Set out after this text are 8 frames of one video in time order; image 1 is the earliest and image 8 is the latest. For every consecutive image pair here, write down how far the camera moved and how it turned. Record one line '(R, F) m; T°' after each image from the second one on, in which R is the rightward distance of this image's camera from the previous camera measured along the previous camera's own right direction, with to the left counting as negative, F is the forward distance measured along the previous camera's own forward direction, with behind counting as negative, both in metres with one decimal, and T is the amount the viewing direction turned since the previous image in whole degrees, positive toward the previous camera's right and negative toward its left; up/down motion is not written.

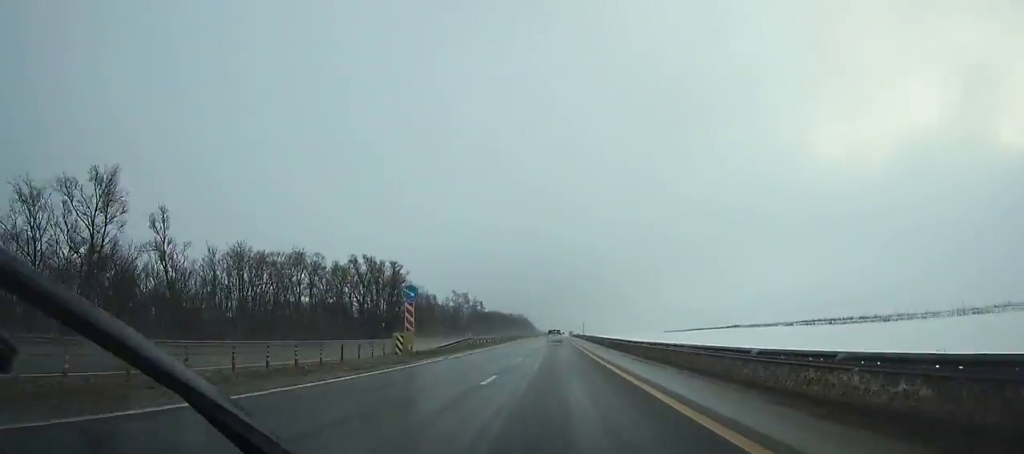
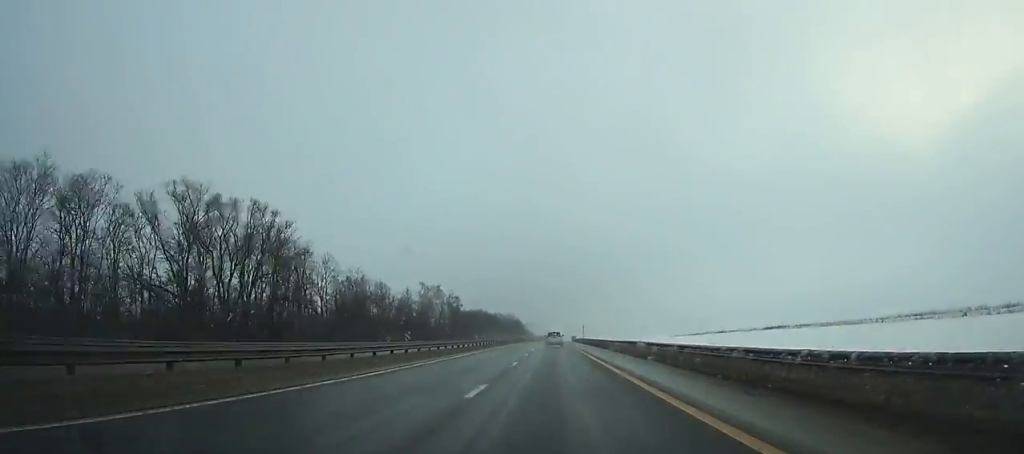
(+0.1, +51.2) m; 0°
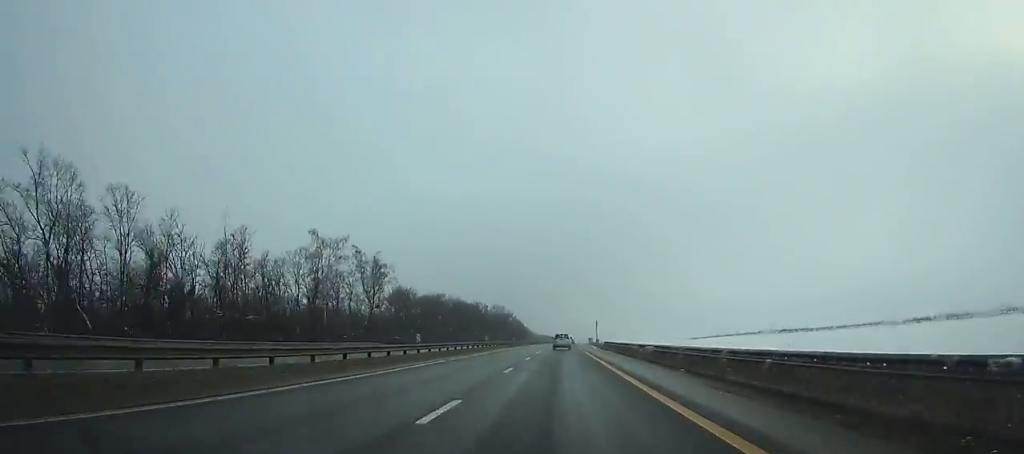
(-0.1, +88.4) m; 0°
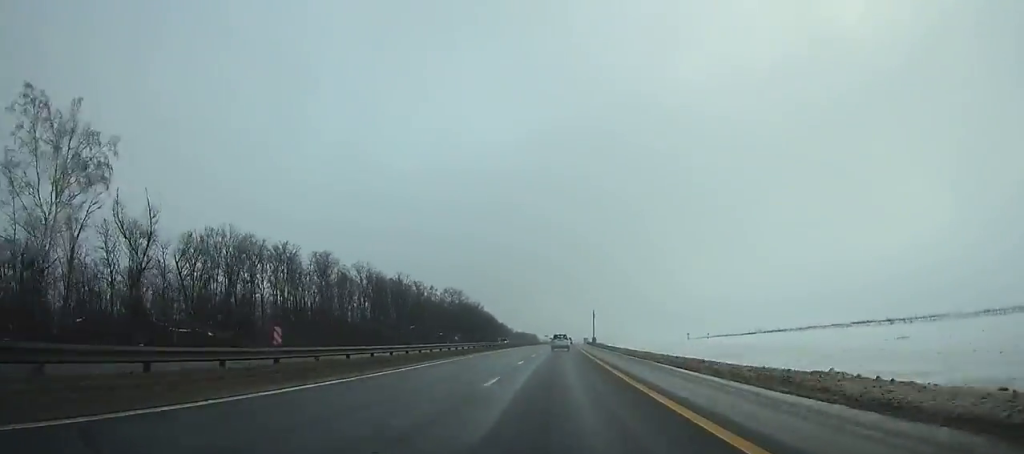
(+0.6, +77.3) m; +1°
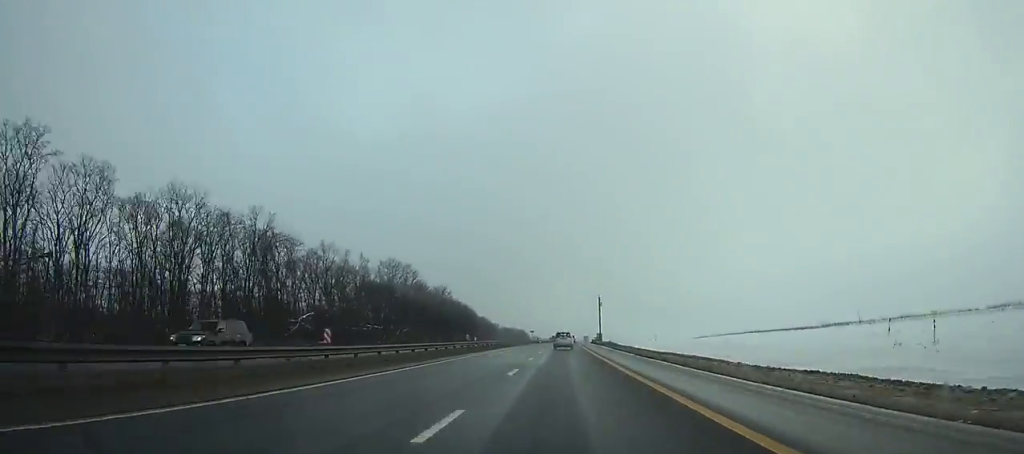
(+0.6, +55.6) m; +1°
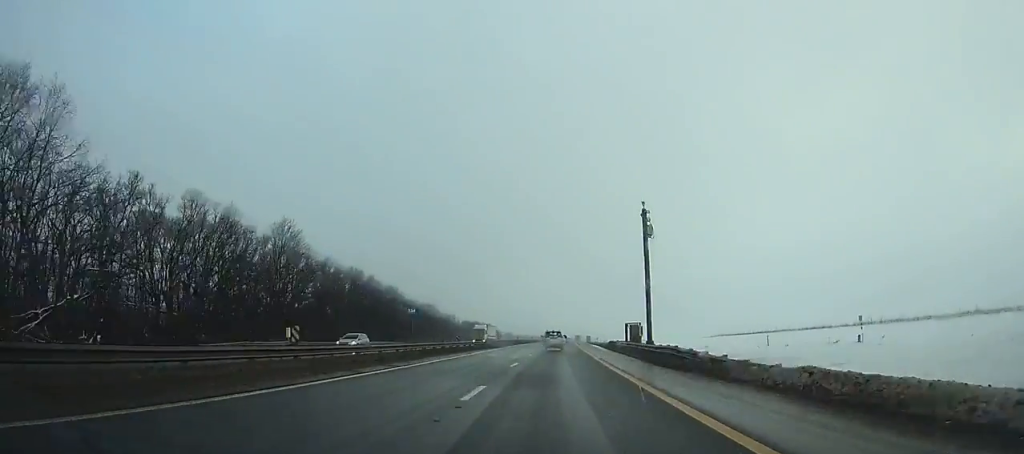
(+1.4, +89.5) m; +1°
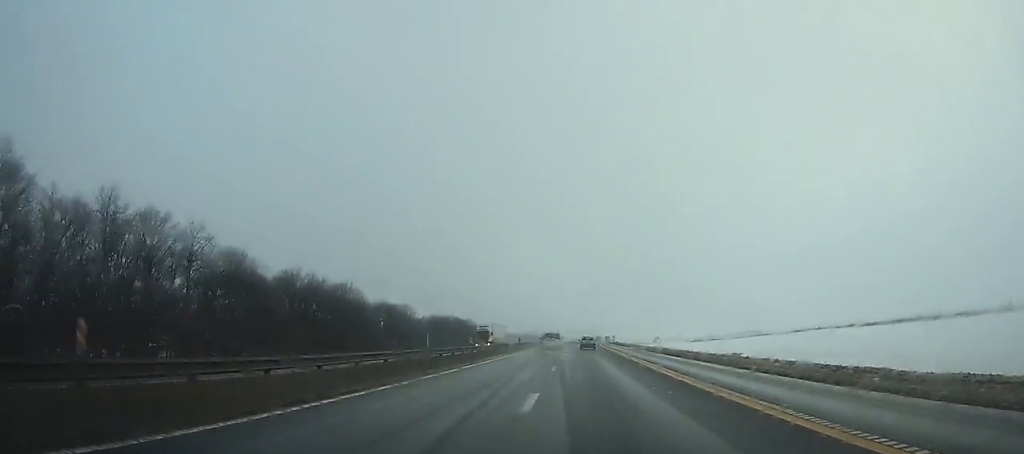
(+0.9, +96.3) m; +1°
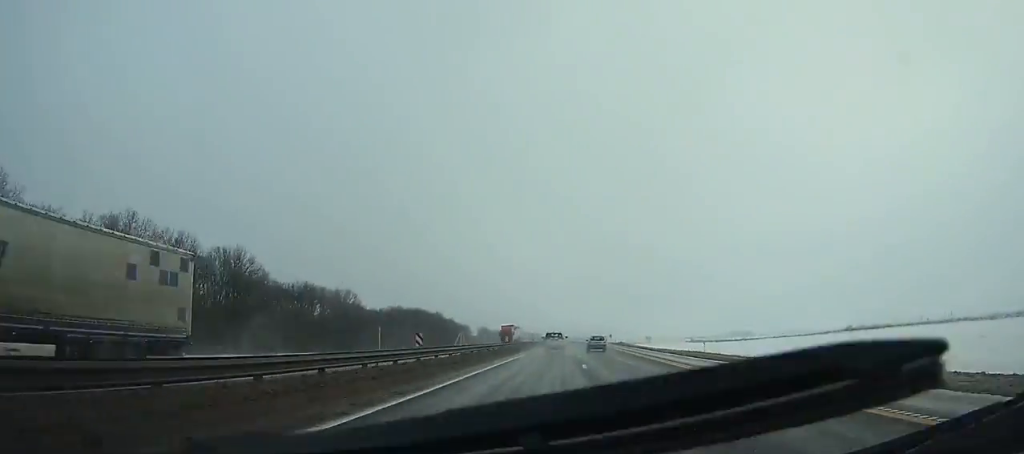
(+0.2, +49.4) m; +1°
